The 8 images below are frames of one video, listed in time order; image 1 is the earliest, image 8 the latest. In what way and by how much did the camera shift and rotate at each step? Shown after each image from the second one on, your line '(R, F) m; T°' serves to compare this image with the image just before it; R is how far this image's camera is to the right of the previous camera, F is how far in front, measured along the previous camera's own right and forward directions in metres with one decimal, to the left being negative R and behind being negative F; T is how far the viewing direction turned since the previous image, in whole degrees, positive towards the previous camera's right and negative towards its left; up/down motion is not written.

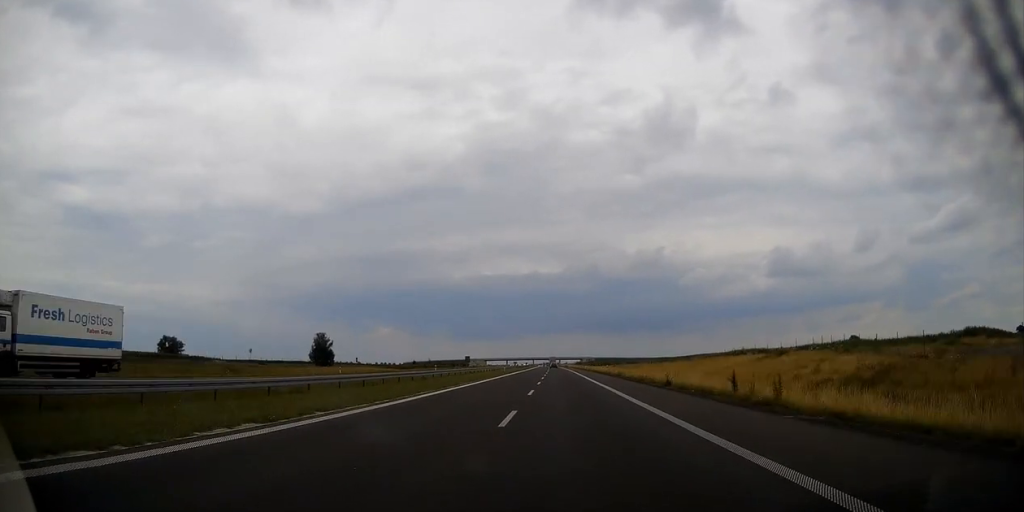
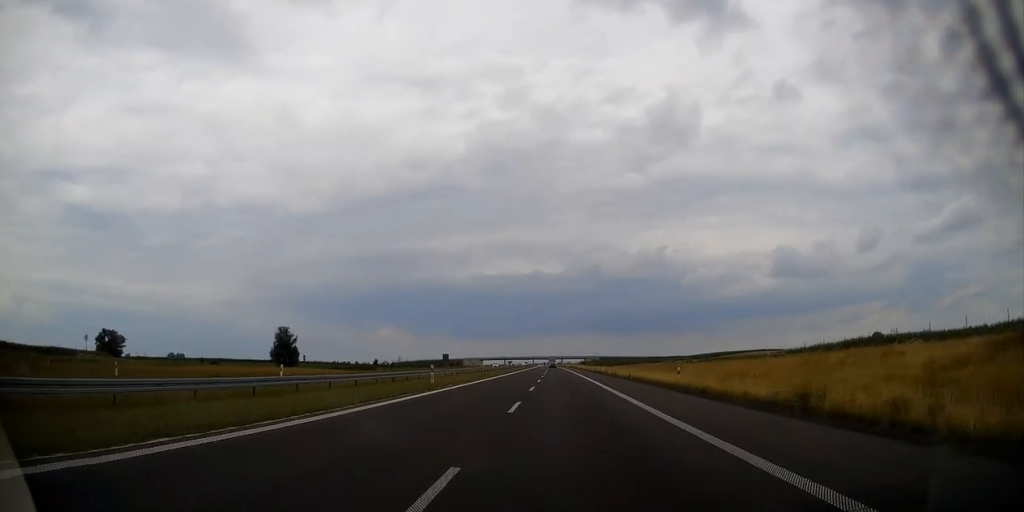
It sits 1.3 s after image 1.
(-0.2, +45.4) m; 0°
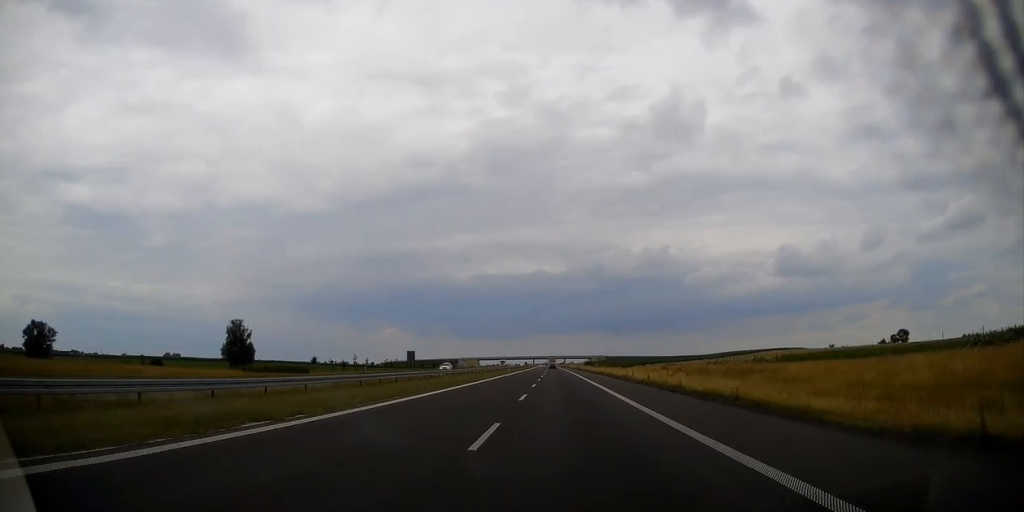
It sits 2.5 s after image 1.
(0.0, +42.9) m; 0°
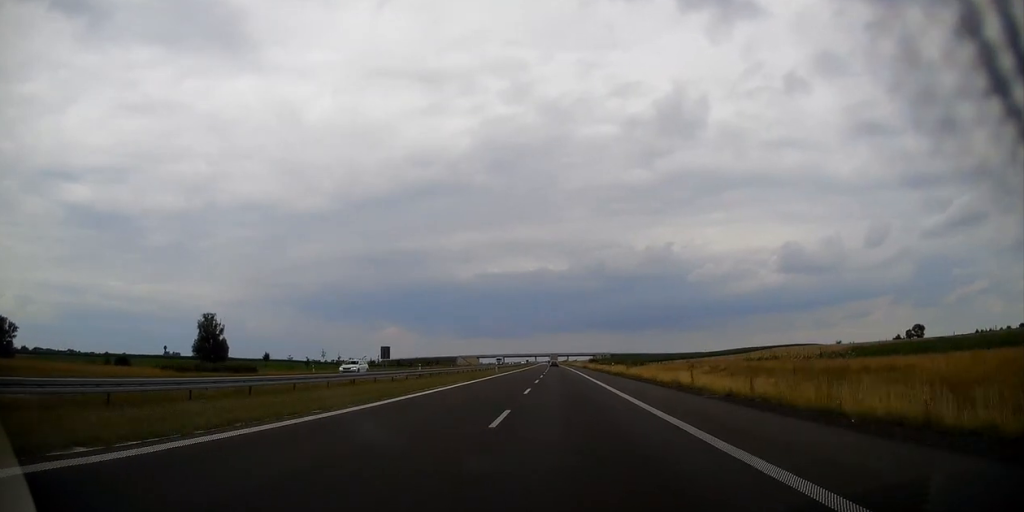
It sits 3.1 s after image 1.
(-0.1, +21.4) m; 0°
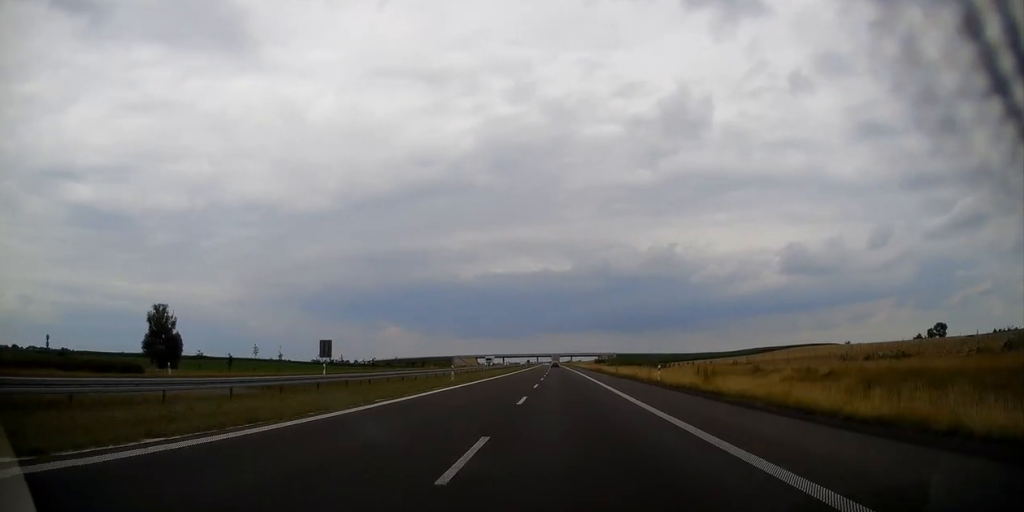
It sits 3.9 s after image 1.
(+0.1, +29.7) m; 0°
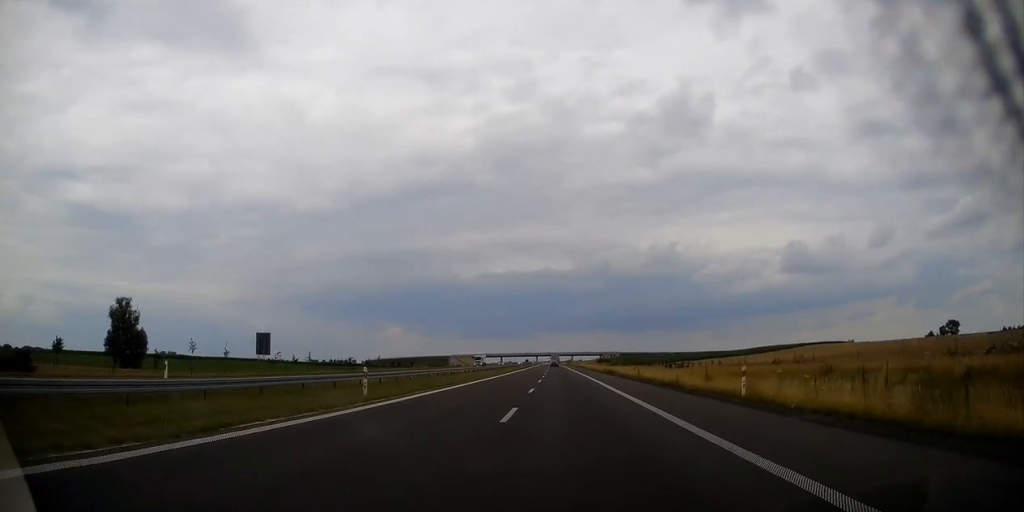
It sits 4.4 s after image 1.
(0.0, +17.8) m; 0°
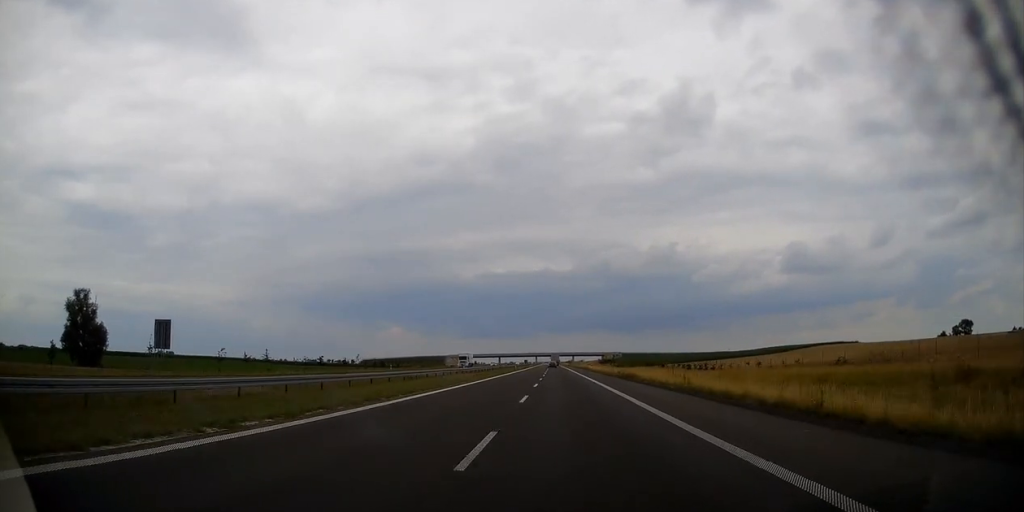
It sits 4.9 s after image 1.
(-0.1, +17.8) m; 0°
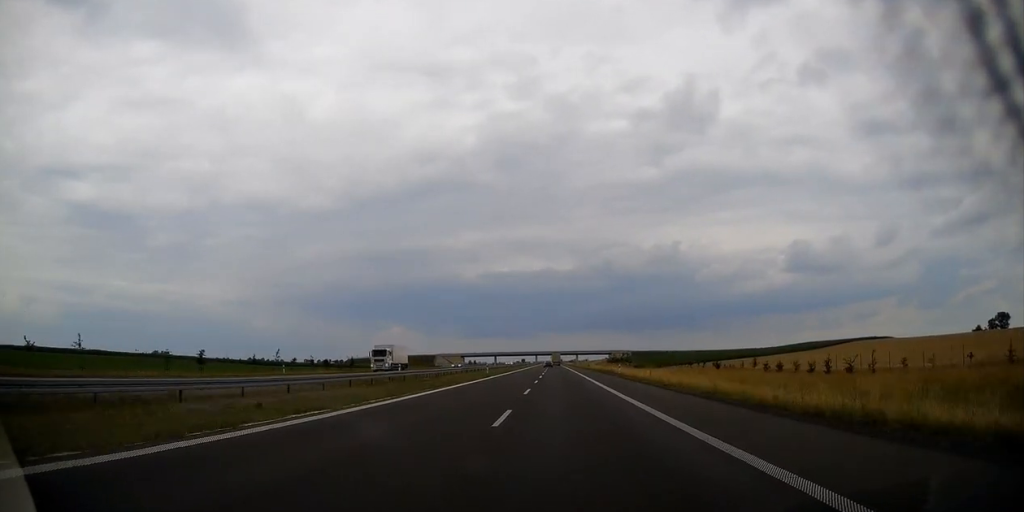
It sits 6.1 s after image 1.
(0.0, +43.8) m; 0°
